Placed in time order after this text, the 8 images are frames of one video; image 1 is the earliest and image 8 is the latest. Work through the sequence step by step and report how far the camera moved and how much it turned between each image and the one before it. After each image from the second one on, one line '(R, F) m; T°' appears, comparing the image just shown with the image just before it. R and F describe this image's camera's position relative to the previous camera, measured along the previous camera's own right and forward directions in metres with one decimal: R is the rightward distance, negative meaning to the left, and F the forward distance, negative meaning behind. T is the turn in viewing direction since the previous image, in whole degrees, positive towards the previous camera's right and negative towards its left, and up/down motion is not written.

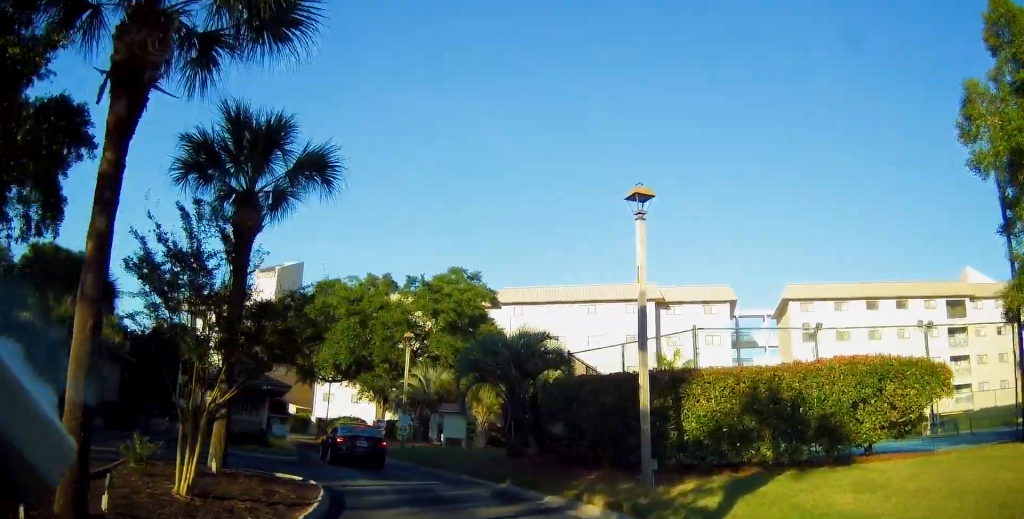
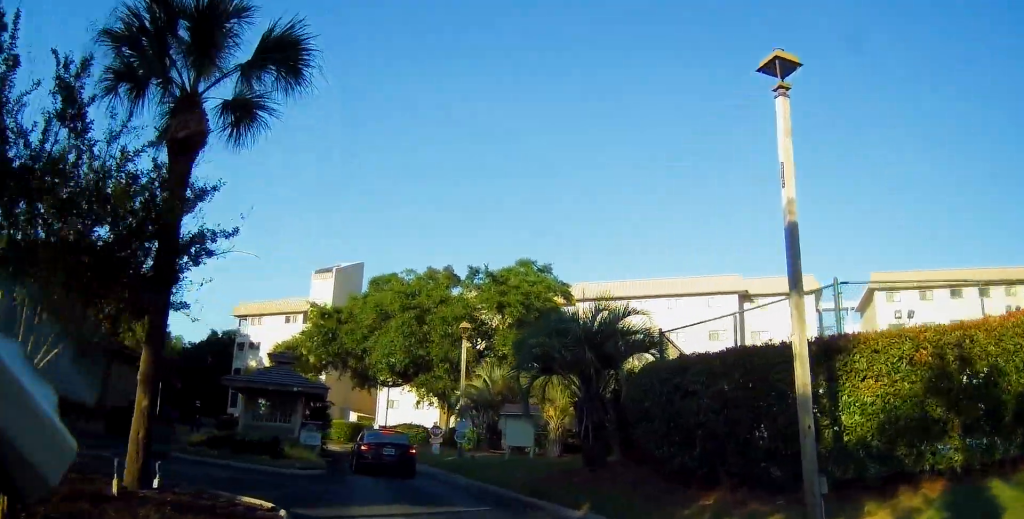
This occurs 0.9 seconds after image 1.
(-0.3, +4.7) m; -7°
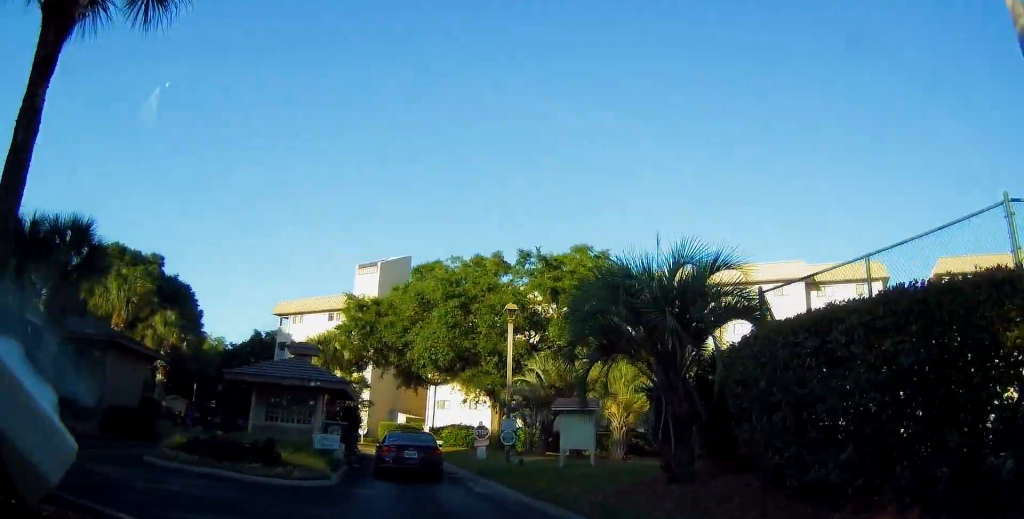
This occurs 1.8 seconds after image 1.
(-0.1, +4.0) m; -5°
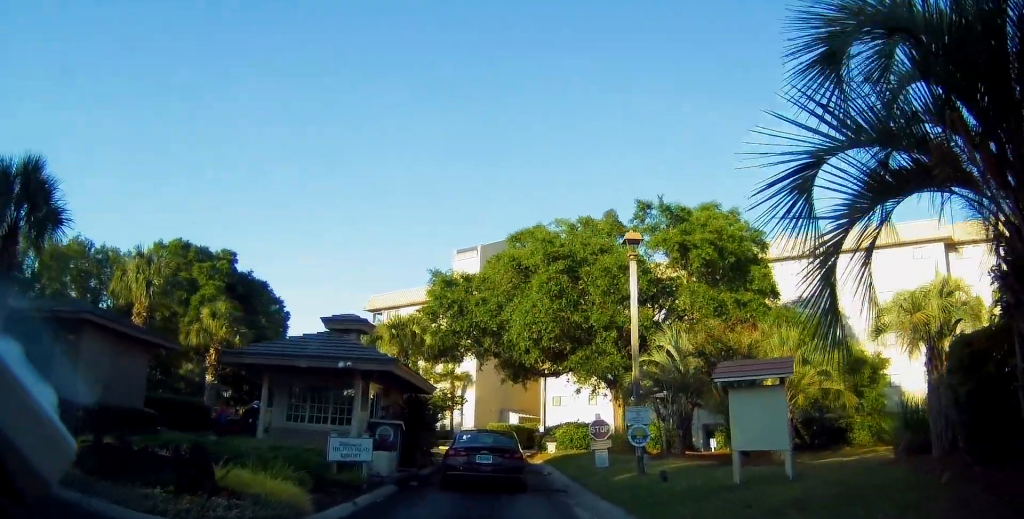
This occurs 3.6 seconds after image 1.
(-0.4, +7.6) m; -5°
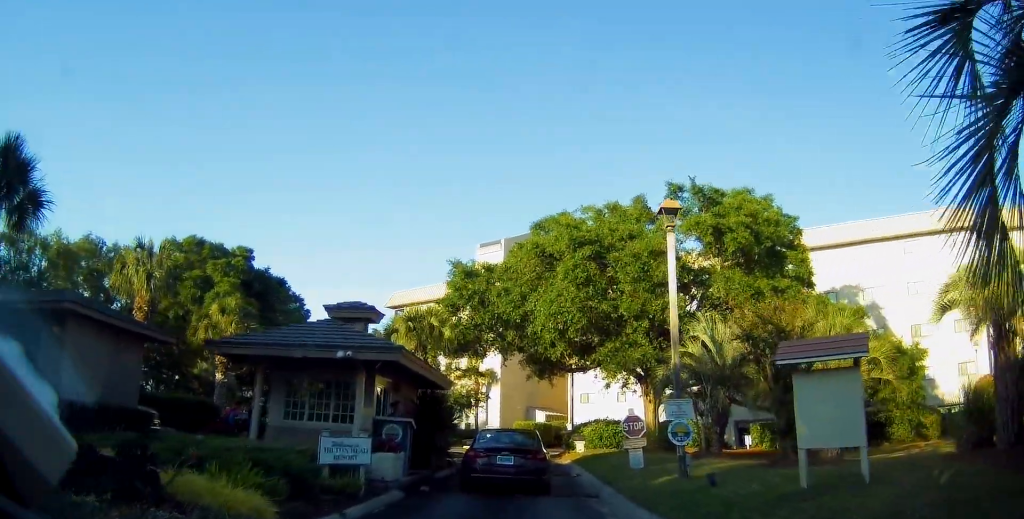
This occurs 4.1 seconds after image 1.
(-0.1, +1.9) m; -6°
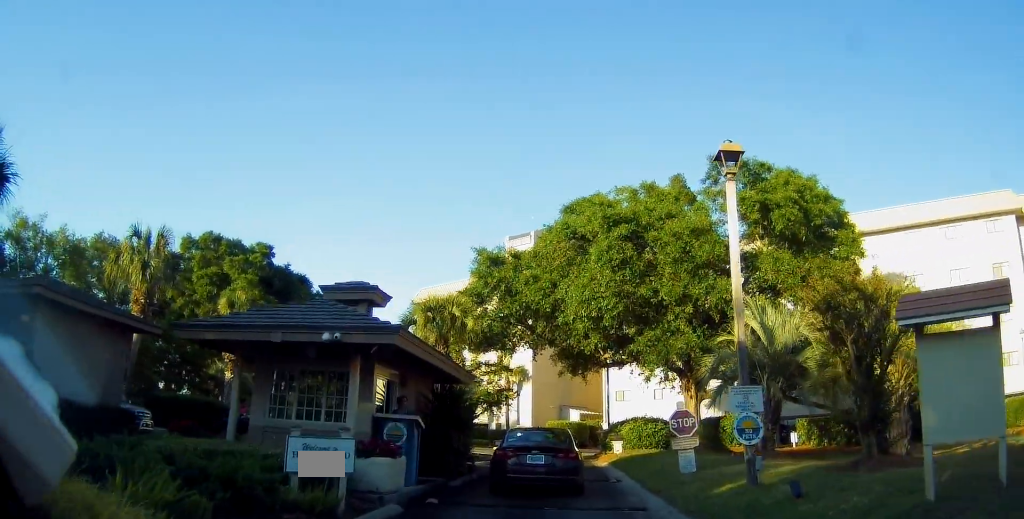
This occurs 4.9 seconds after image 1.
(-0.2, +2.7) m; -7°
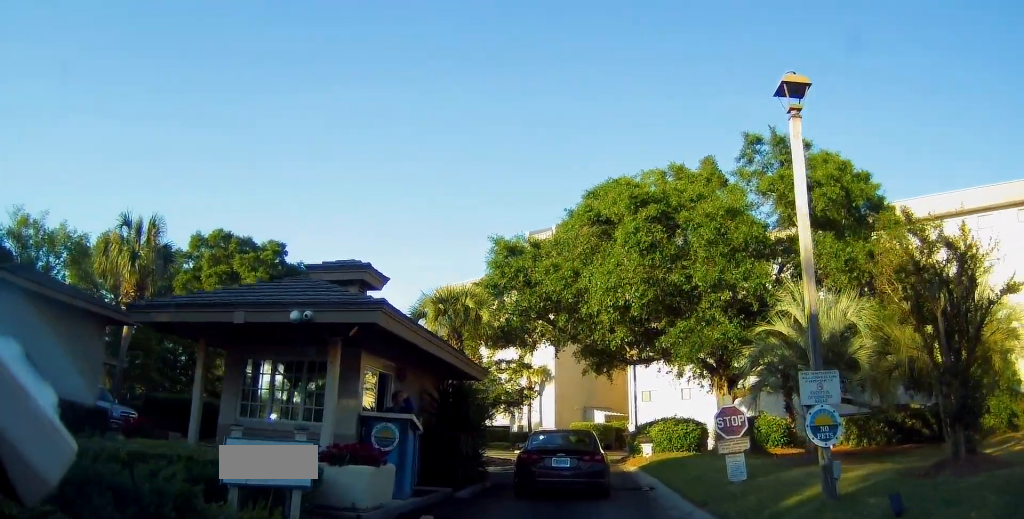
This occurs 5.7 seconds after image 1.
(-0.3, +2.3) m; -2°
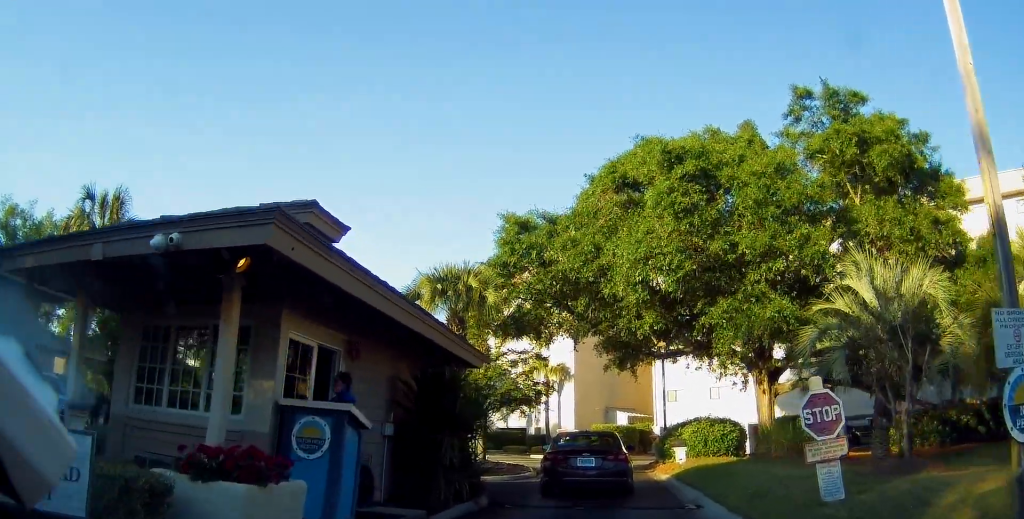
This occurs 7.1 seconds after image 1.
(+0.1, +3.7) m; -4°
